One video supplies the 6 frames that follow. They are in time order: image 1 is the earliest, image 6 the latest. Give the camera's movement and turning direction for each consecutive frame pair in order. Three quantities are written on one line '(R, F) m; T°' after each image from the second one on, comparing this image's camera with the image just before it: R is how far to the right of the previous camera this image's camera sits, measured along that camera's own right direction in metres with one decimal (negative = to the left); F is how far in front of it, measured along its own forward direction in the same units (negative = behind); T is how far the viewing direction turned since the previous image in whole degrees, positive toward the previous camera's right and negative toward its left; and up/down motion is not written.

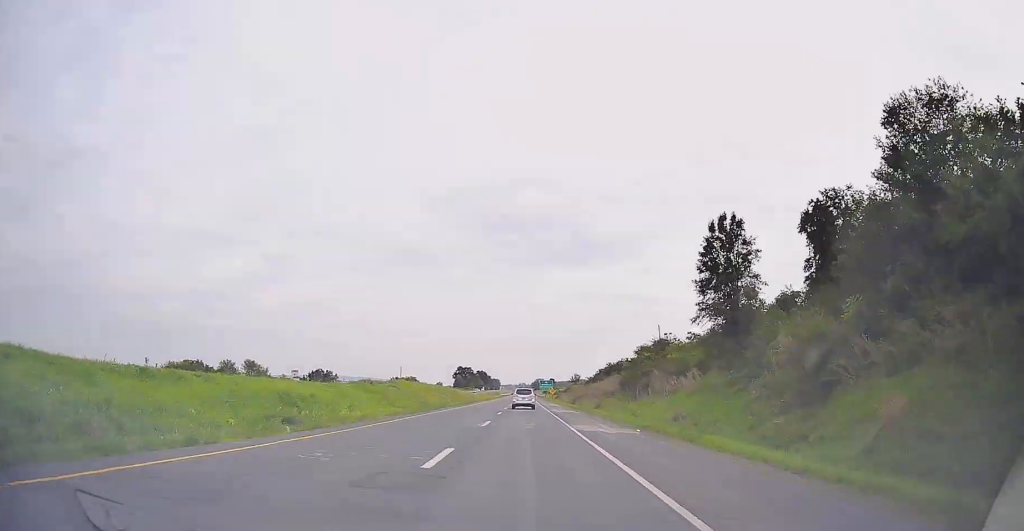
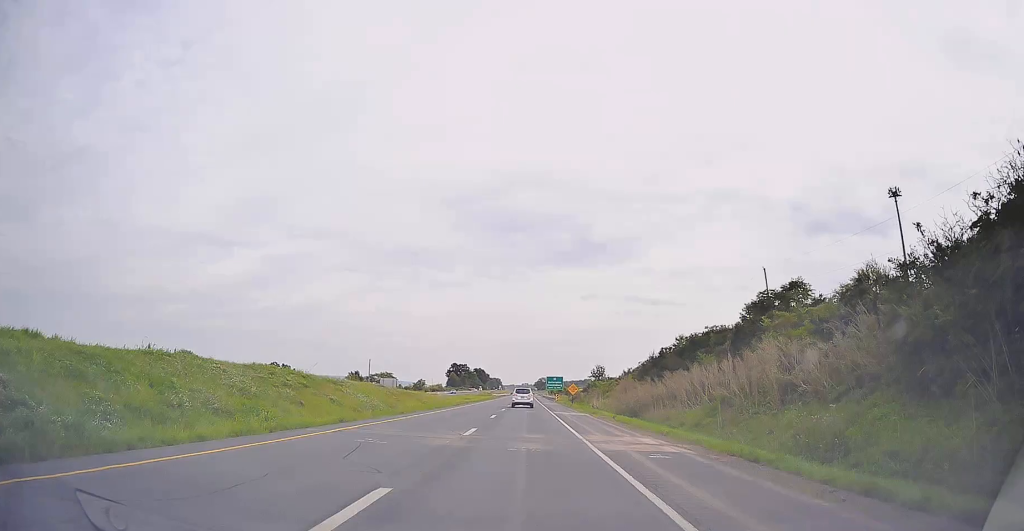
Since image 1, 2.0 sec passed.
(+0.2, +54.8) m; 0°
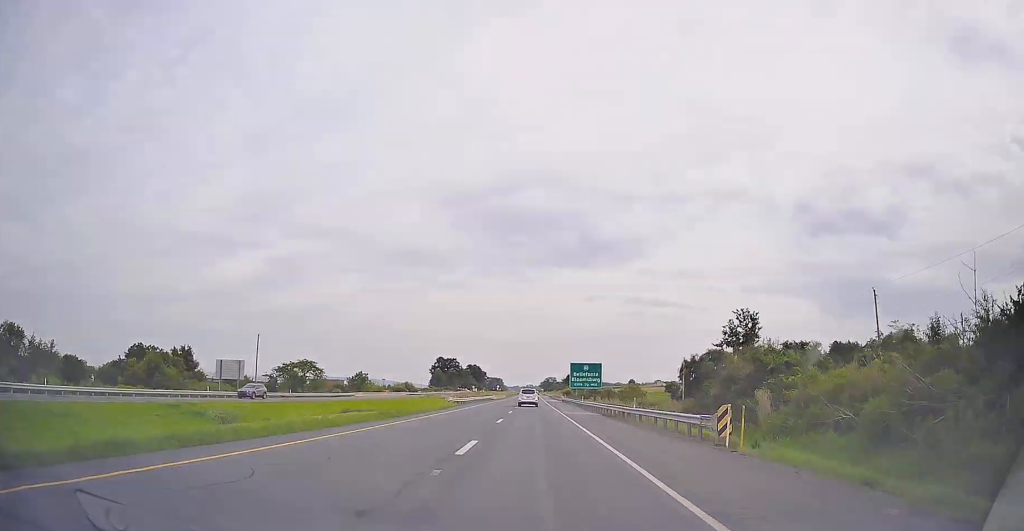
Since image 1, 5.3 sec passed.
(-0.5, +89.8) m; 0°
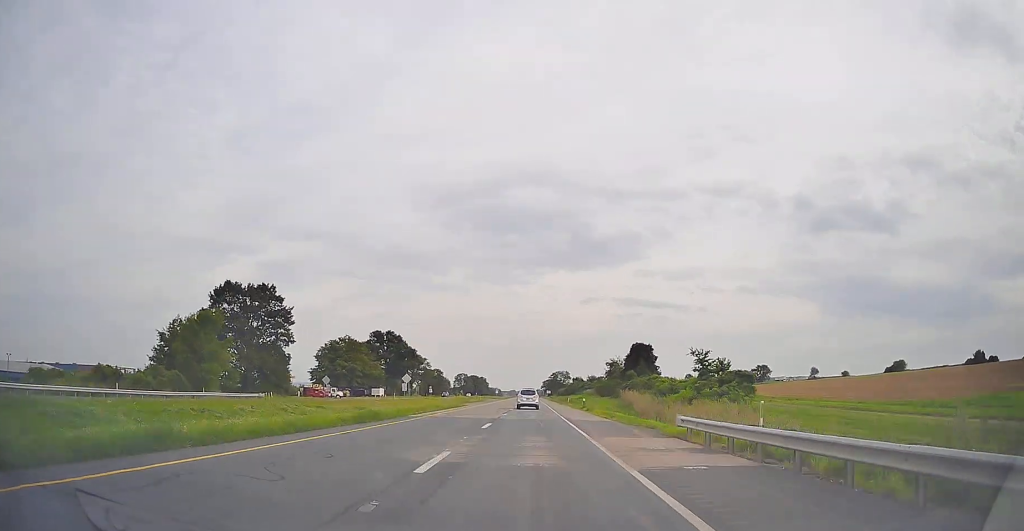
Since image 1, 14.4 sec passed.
(+1.7, +247.0) m; 0°
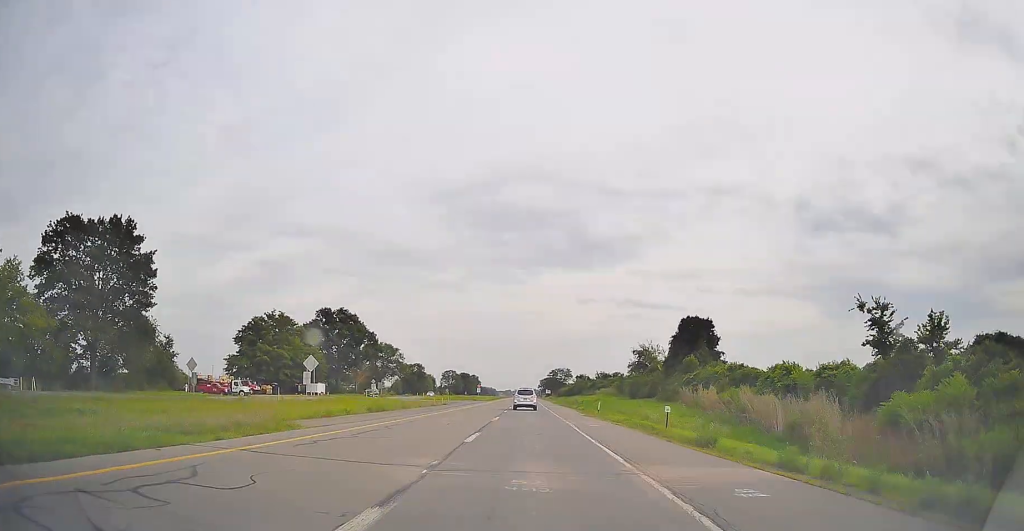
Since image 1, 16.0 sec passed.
(0.0, +43.0) m; 0°
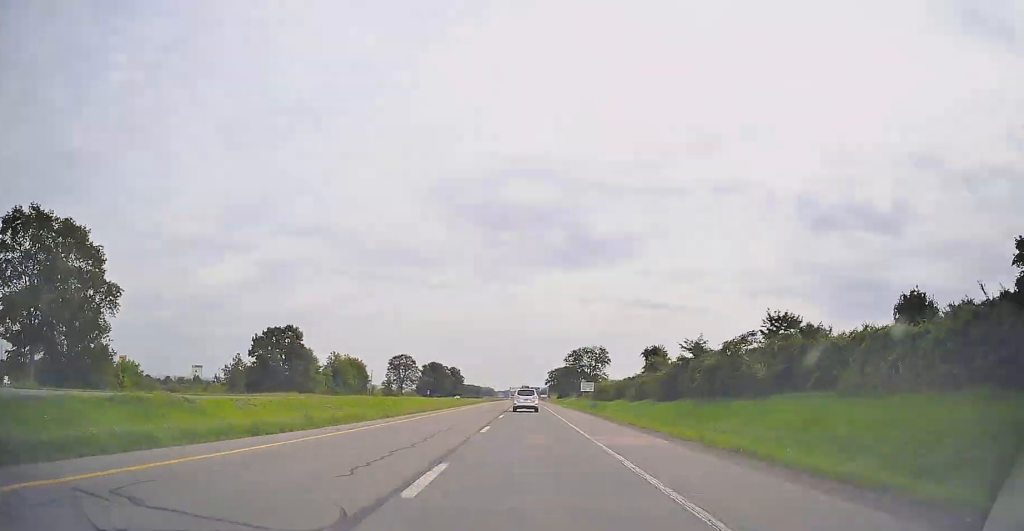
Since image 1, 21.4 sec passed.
(+0.1, +142.8) m; 0°
